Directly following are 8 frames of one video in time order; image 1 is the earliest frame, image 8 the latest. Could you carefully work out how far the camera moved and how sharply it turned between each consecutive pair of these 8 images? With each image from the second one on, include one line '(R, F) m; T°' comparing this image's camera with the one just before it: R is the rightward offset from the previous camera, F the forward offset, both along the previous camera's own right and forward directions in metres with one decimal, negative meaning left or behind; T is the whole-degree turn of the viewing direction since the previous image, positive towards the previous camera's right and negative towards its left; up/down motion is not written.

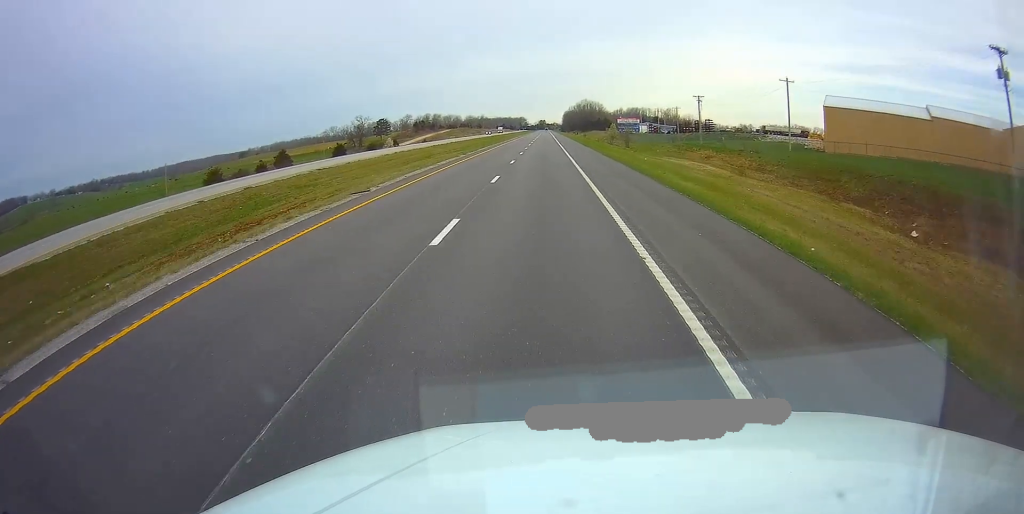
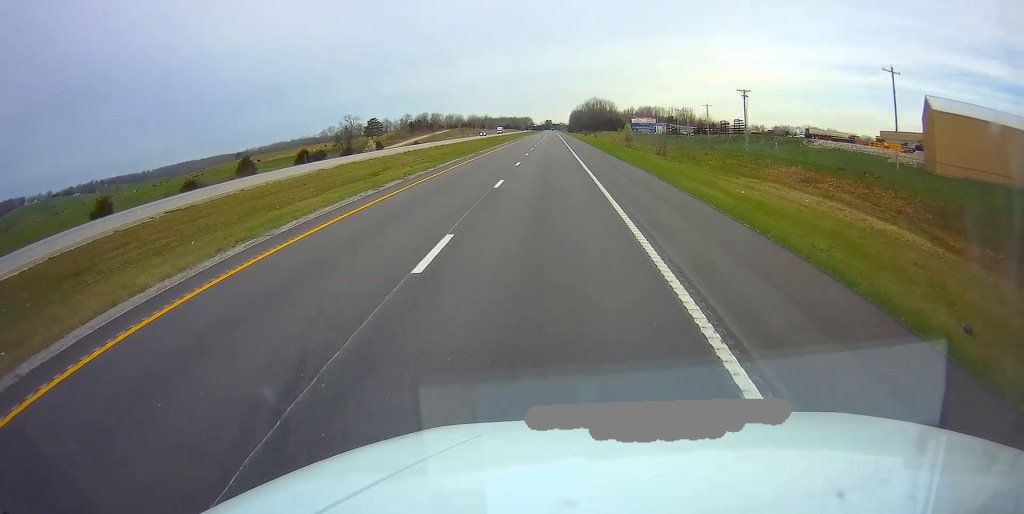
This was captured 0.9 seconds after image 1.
(-0.1, +26.2) m; 0°
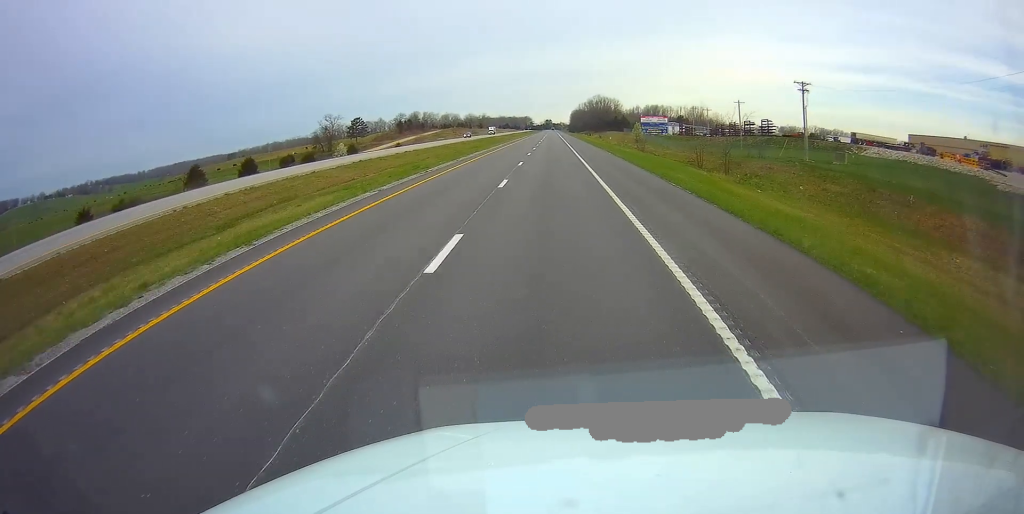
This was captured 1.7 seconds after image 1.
(0.0, +24.1) m; 0°
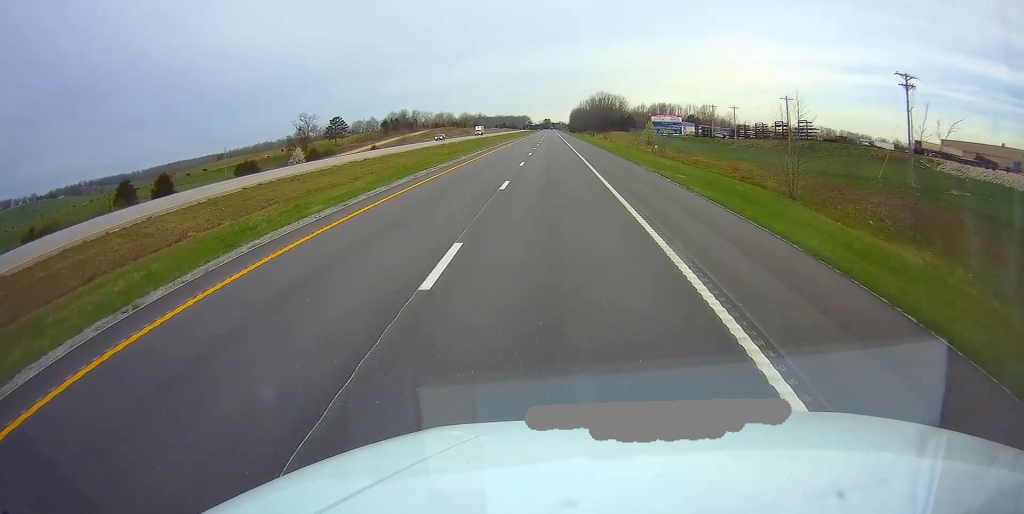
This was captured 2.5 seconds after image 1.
(0.0, +25.0) m; 0°
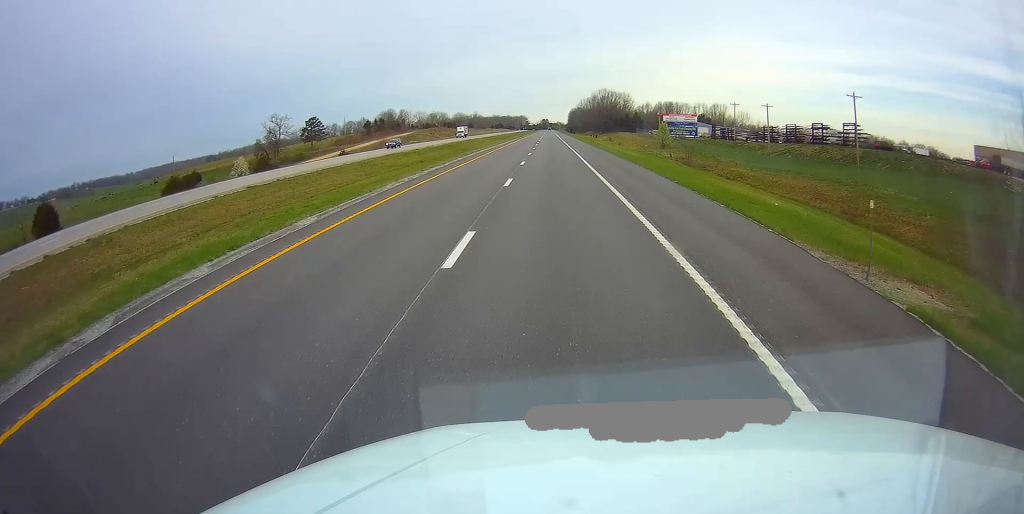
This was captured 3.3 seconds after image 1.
(0.0, +23.0) m; 0°
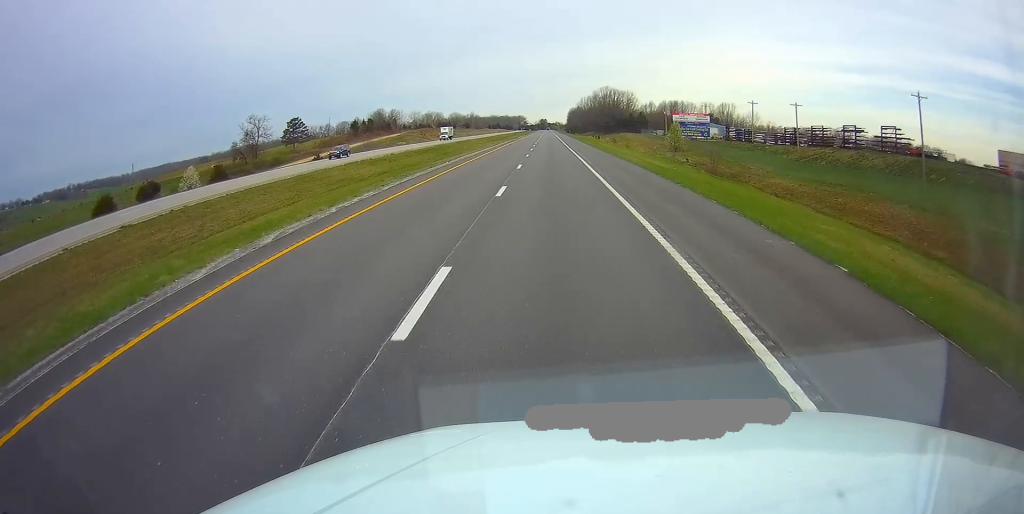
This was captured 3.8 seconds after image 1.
(0.0, +15.0) m; 0°
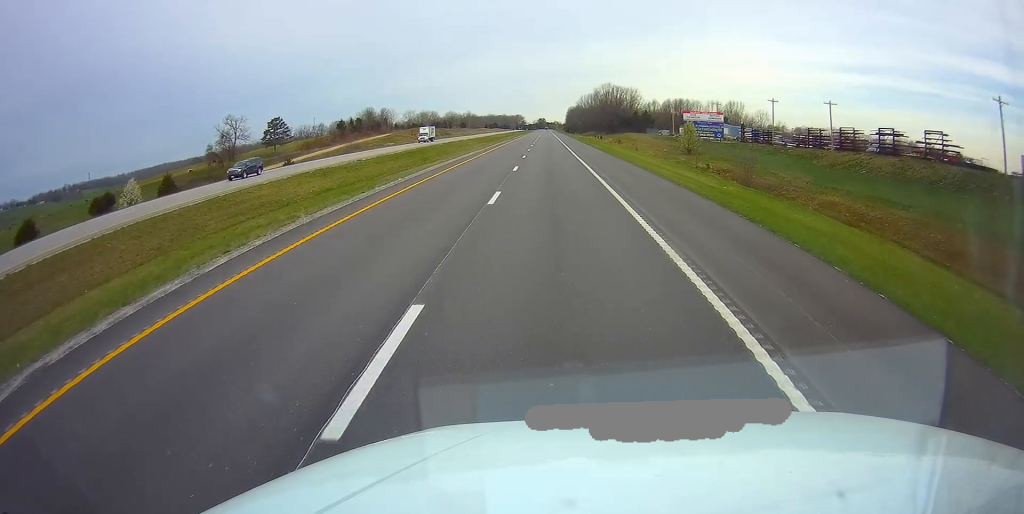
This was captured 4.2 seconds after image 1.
(0.0, +14.0) m; 0°
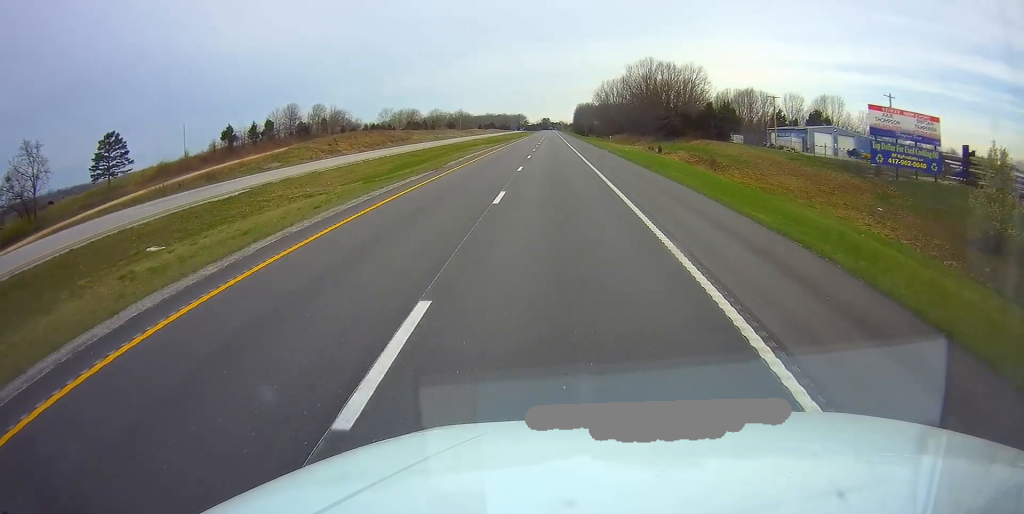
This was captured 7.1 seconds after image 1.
(0.0, +84.4) m; 0°
